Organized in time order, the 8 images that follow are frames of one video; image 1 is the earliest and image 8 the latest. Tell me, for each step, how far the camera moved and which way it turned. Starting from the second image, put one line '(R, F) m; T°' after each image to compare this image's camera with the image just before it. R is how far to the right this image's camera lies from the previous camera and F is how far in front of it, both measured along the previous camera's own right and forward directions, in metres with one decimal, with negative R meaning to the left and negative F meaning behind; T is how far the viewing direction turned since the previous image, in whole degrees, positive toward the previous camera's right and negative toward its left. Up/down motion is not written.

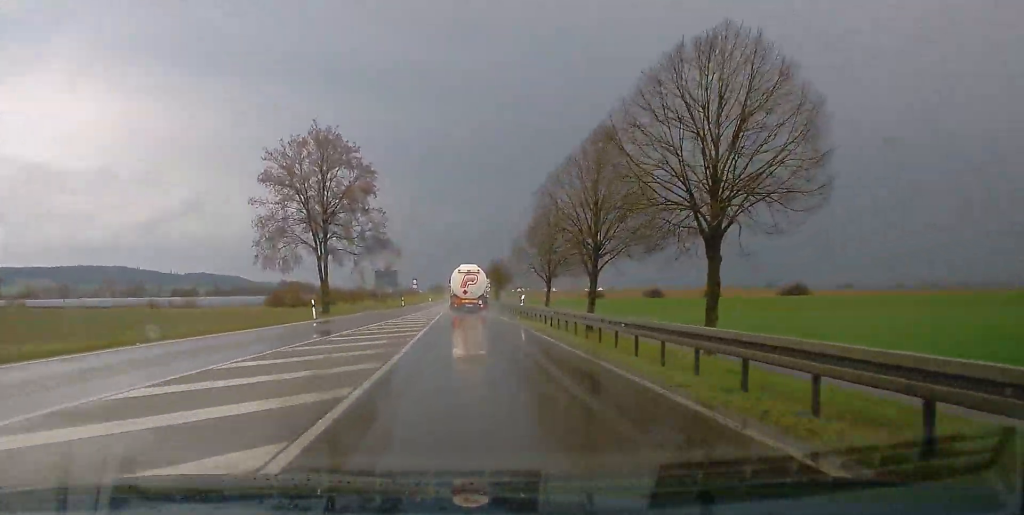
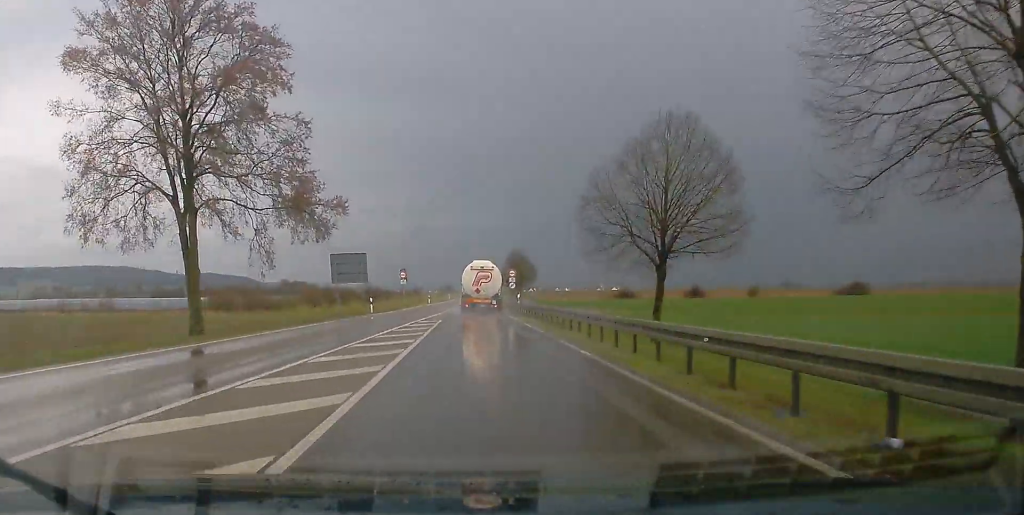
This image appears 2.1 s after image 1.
(-0.3, +38.0) m; 0°
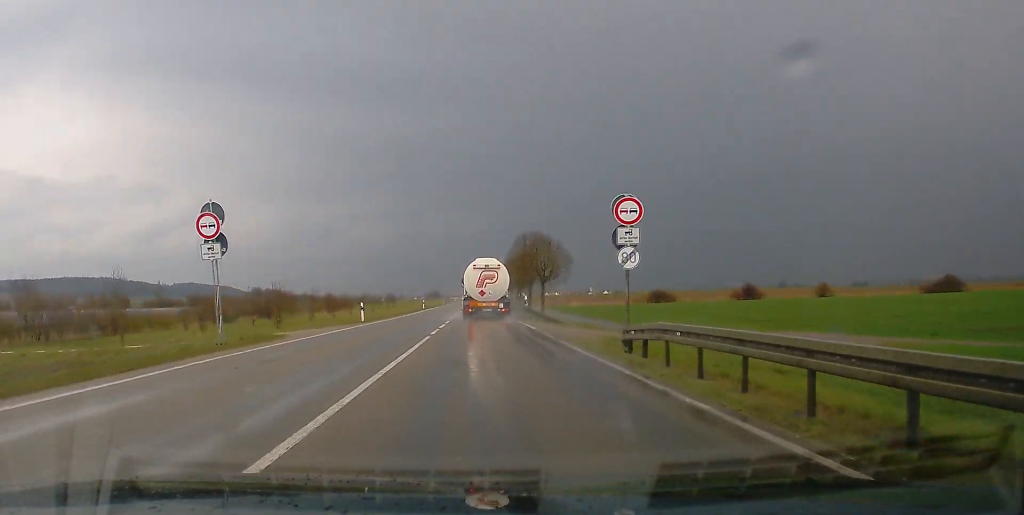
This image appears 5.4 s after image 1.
(+0.3, +57.4) m; +1°
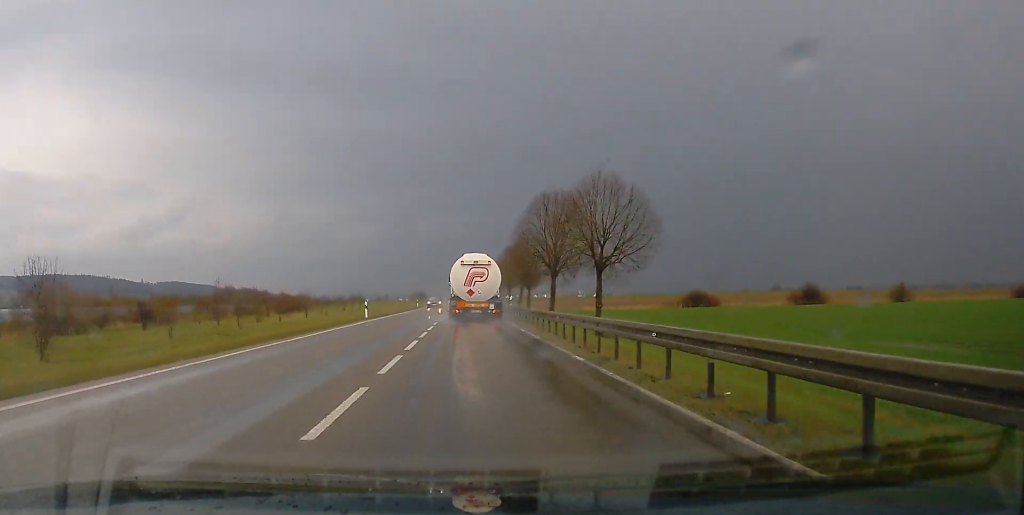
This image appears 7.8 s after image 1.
(+0.7, +43.1) m; 0°
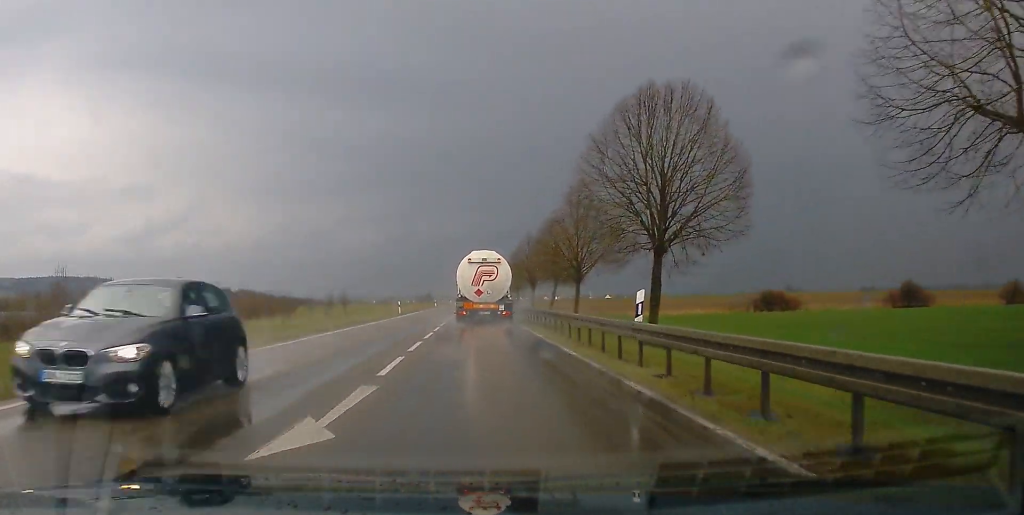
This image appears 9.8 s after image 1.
(-0.4, +35.7) m; -1°
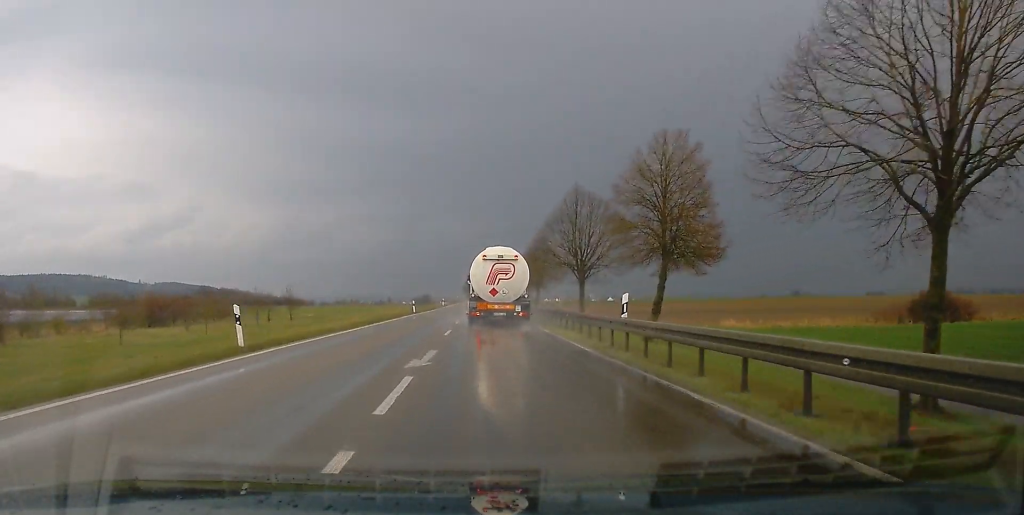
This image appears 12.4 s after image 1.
(-0.1, +45.8) m; +1°
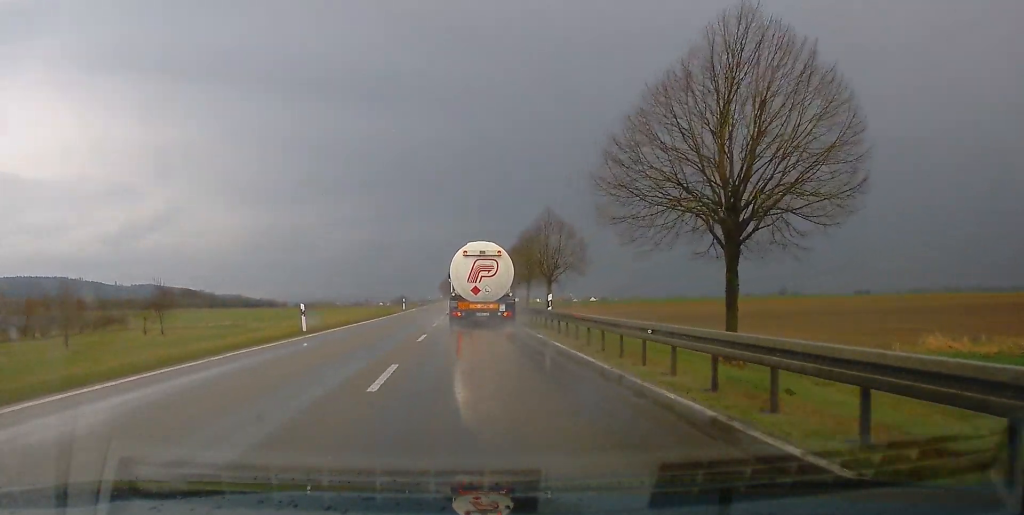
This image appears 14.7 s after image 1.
(+0.6, +40.1) m; +1°
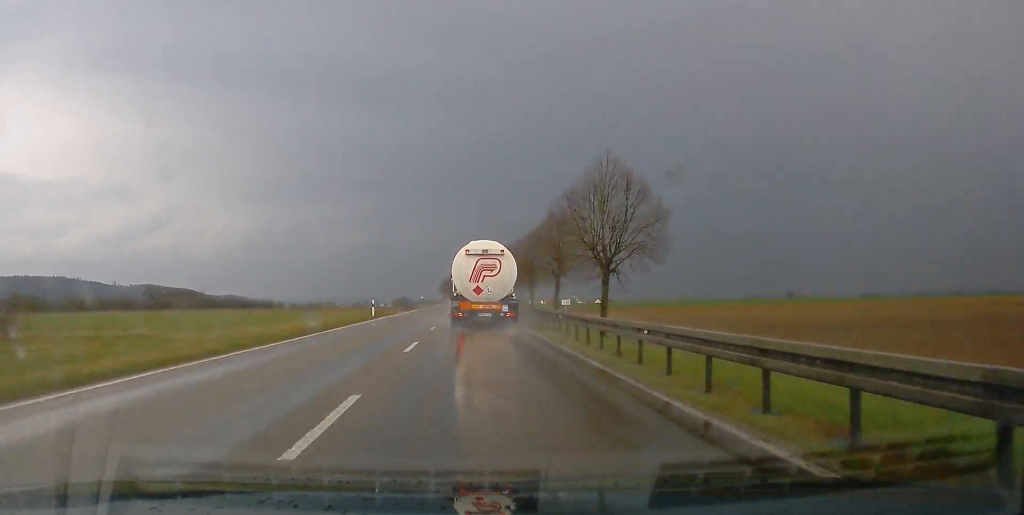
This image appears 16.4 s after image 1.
(0.0, +28.0) m; 0°
